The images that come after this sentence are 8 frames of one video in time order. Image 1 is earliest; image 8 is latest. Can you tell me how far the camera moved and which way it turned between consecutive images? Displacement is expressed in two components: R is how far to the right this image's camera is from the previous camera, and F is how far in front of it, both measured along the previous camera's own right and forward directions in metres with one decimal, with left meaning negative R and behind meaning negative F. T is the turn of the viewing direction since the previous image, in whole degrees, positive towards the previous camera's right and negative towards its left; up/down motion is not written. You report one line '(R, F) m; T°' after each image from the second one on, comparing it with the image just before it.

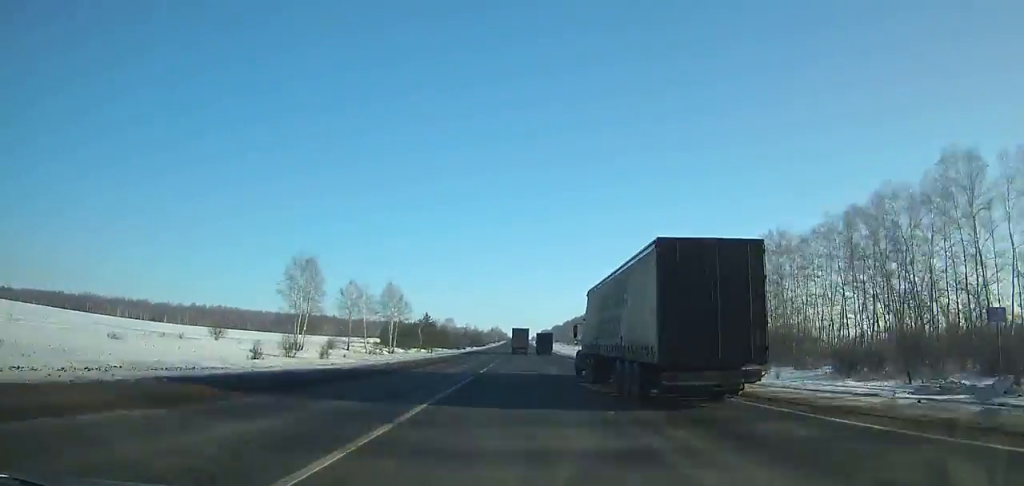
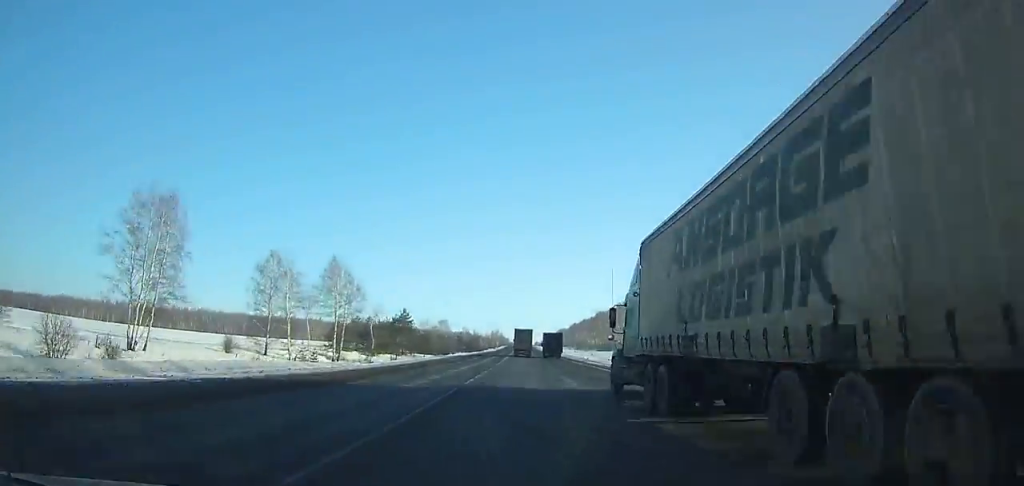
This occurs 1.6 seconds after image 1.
(-0.1, +45.9) m; 0°
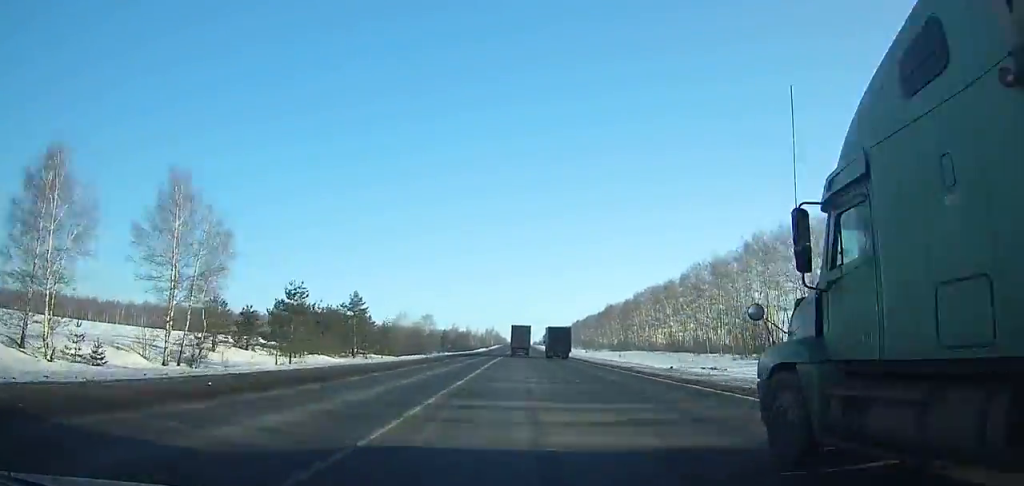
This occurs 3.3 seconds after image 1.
(+0.1, +48.8) m; 0°
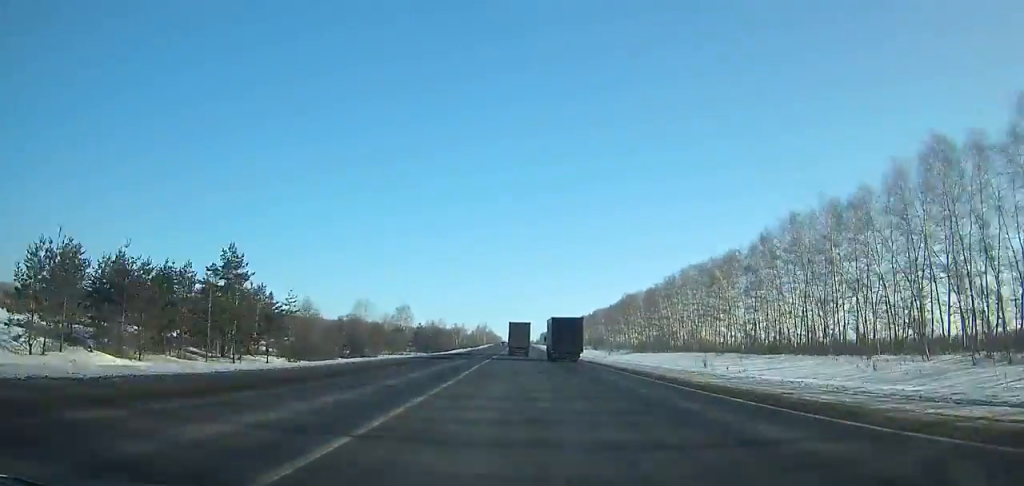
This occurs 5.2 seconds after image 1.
(+0.1, +54.4) m; 0°
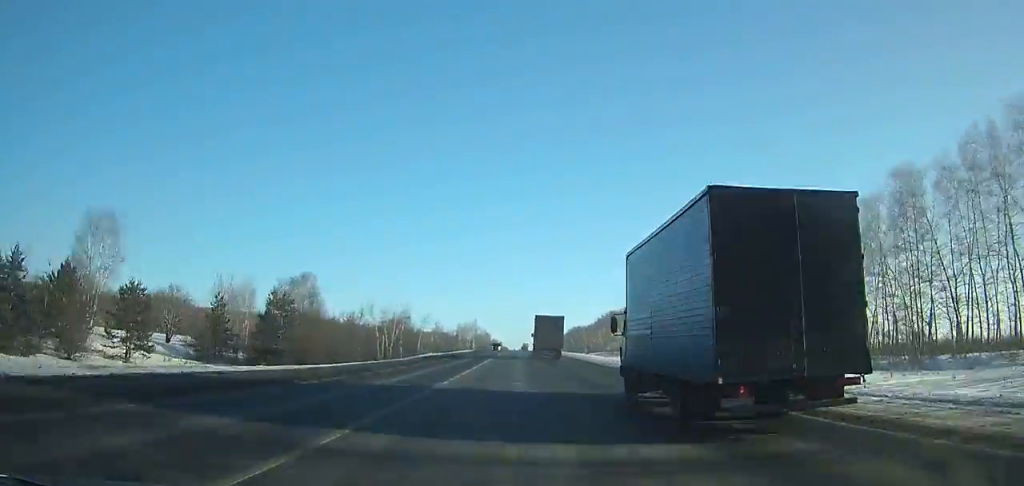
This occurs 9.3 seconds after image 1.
(-0.2, +117.8) m; 0°
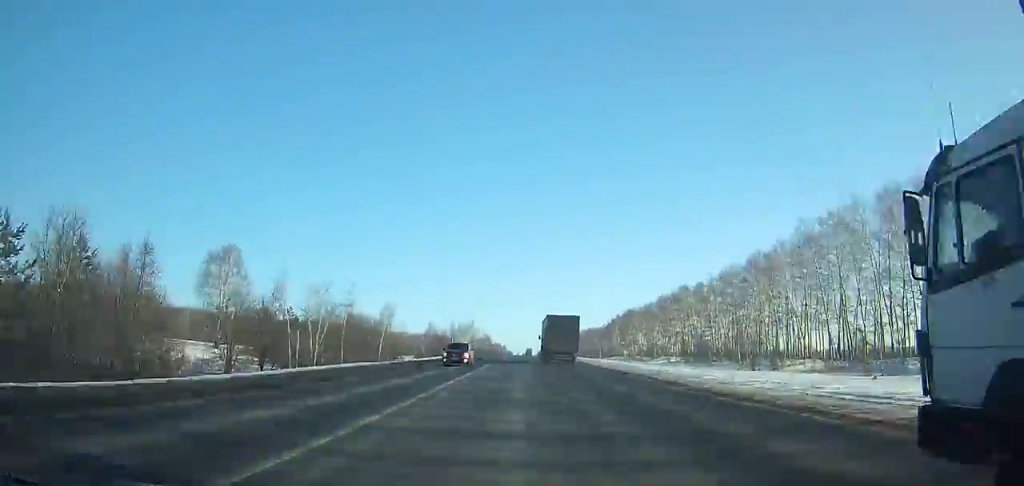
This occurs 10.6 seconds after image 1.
(-0.1, +37.3) m; 0°
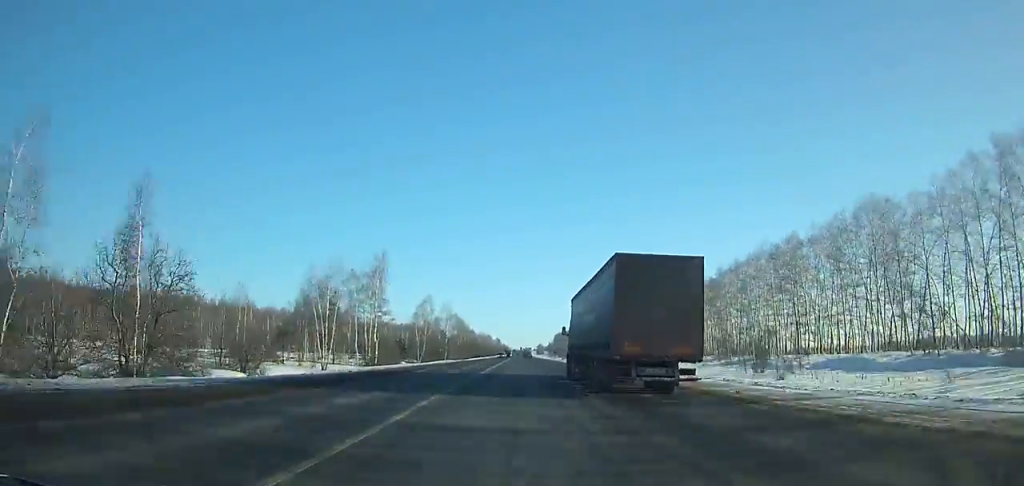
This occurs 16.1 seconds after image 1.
(-0.1, +158.8) m; 0°
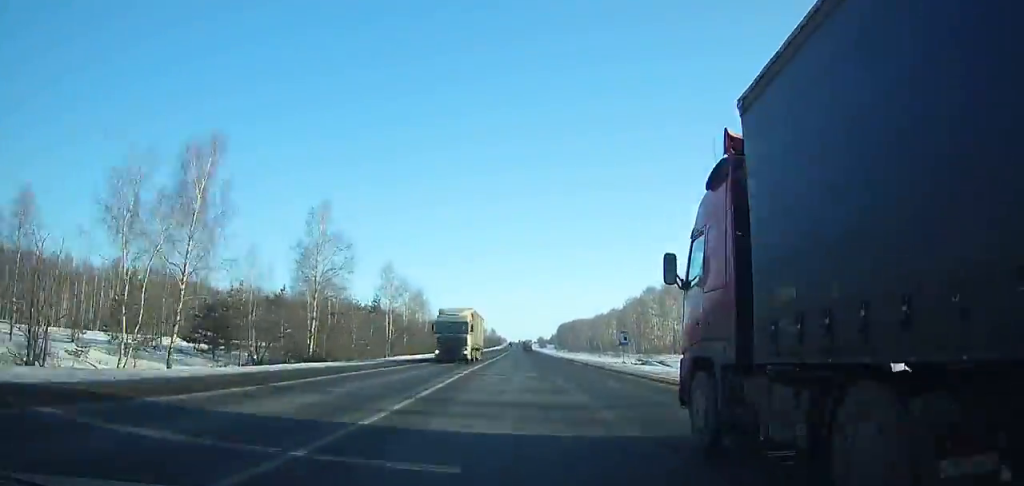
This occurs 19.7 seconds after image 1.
(0.0, +104.8) m; 0°
